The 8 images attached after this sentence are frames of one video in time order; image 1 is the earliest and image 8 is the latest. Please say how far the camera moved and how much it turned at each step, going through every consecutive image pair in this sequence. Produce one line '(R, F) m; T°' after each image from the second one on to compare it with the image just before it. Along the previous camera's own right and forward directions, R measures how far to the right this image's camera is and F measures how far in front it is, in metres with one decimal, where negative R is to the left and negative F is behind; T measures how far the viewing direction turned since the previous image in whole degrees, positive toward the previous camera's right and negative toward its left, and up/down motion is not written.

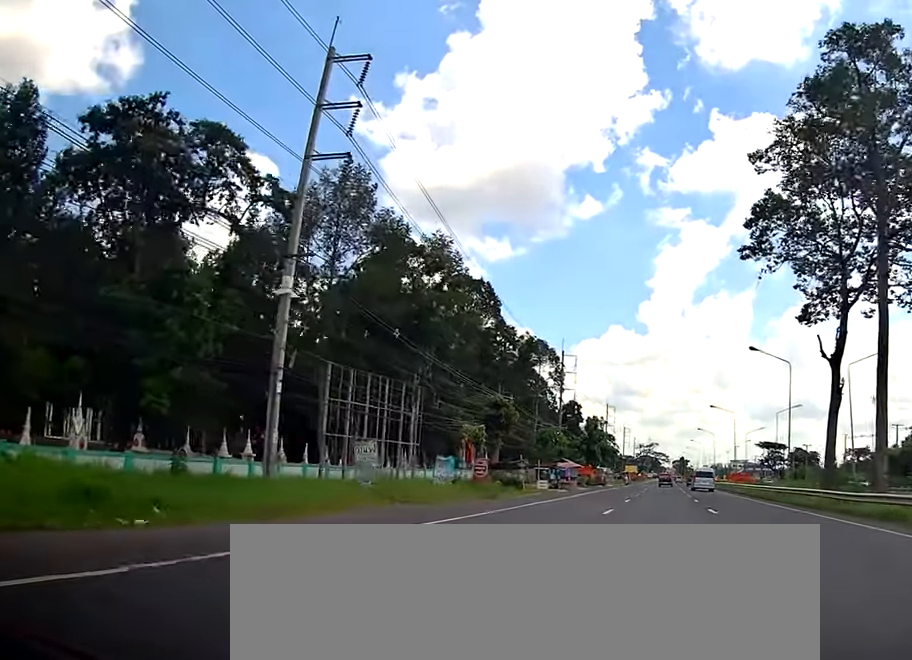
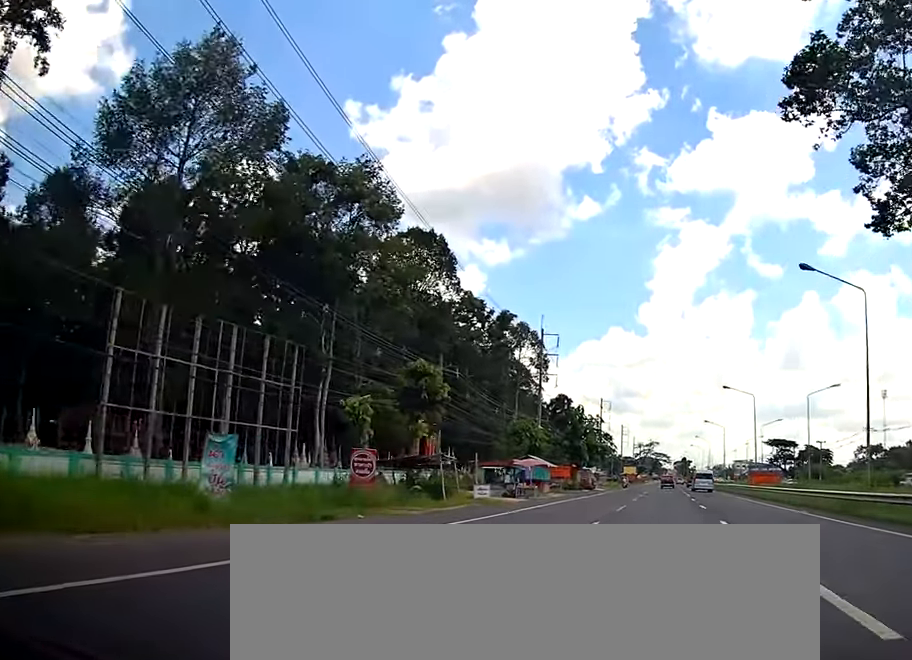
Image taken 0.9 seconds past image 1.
(0.0, +17.5) m; 0°
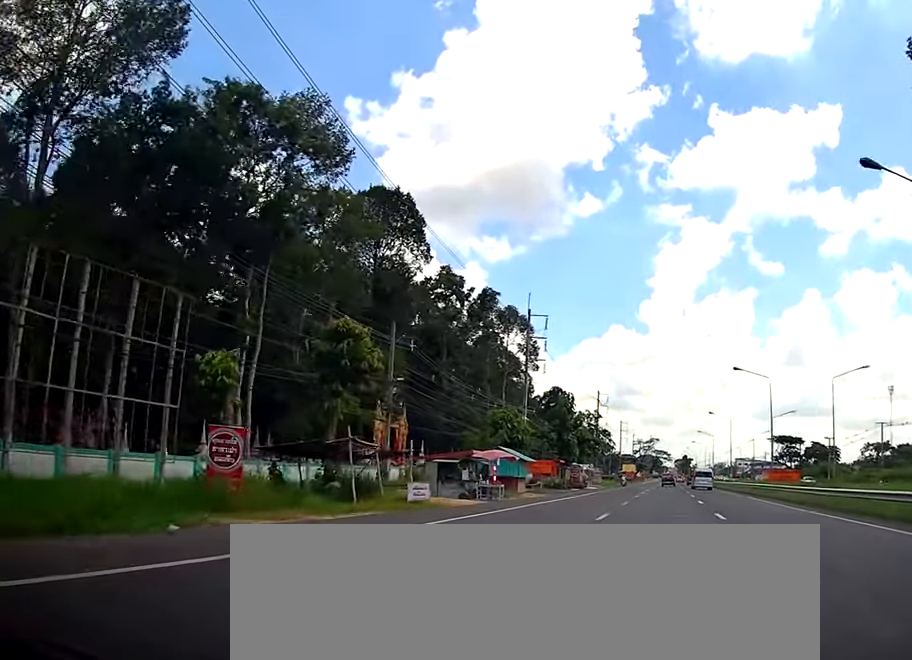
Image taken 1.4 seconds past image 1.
(0.0, +9.0) m; 0°
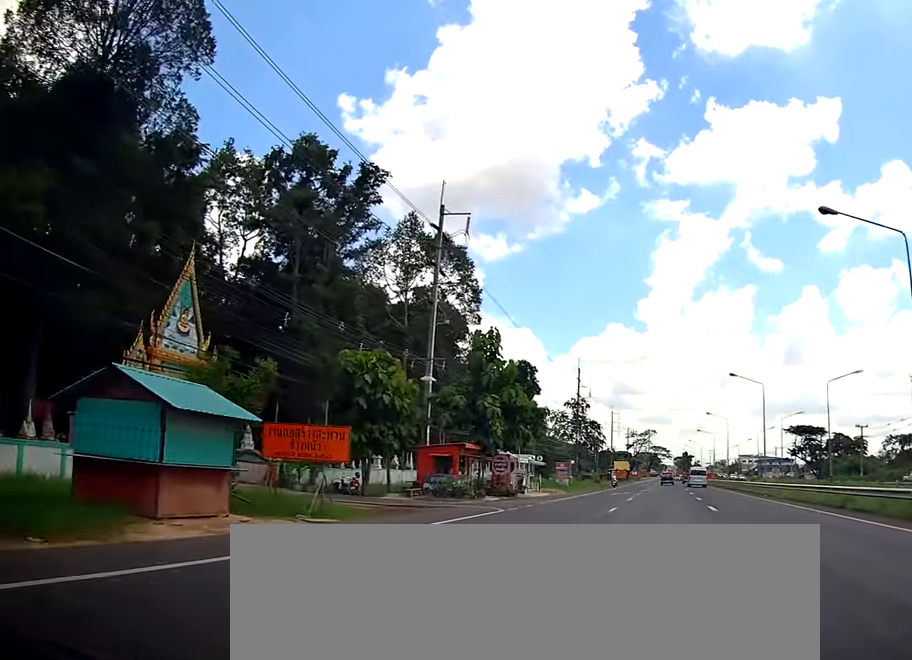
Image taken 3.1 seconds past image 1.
(0.0, +30.9) m; 0°
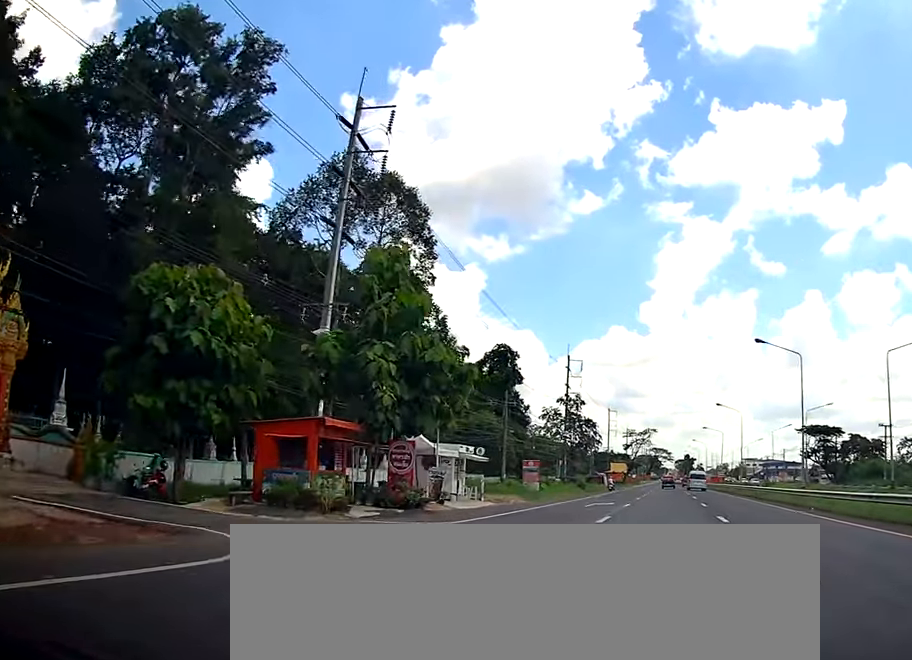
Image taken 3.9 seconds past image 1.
(0.0, +15.5) m; 0°
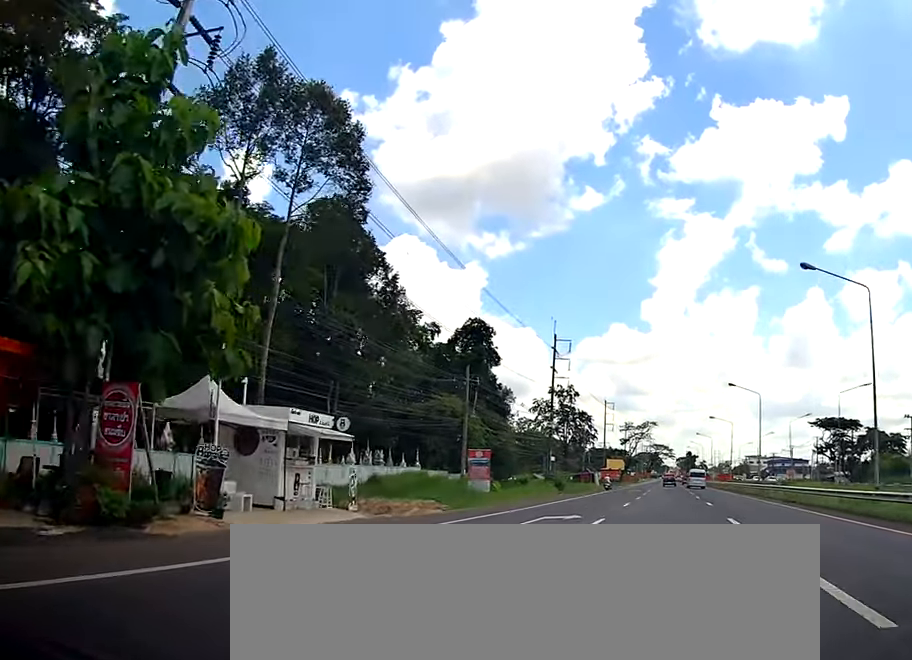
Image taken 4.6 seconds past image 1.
(-0.1, +14.5) m; +2°
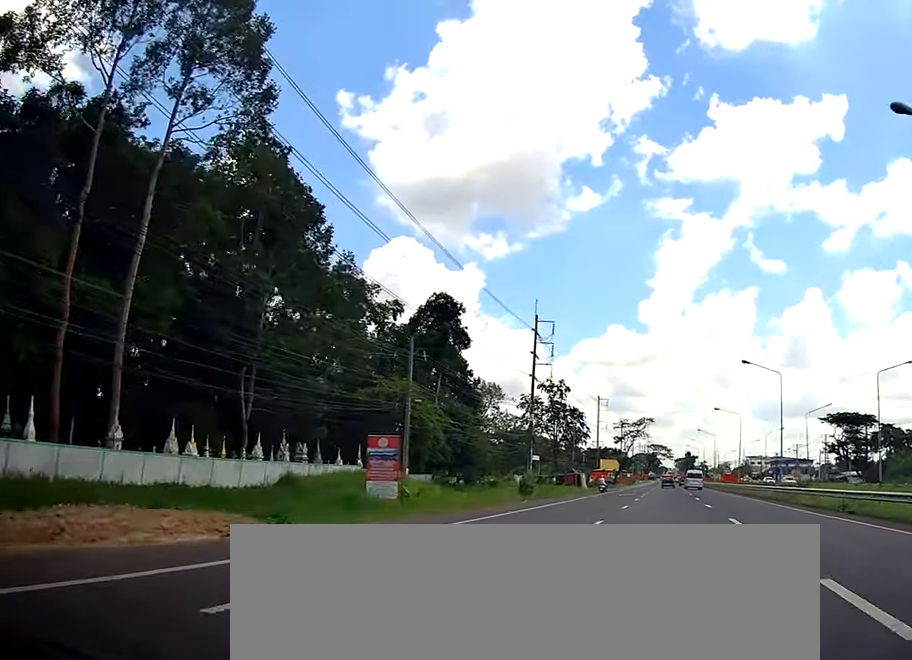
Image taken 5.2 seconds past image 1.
(+0.4, +12.6) m; 0°
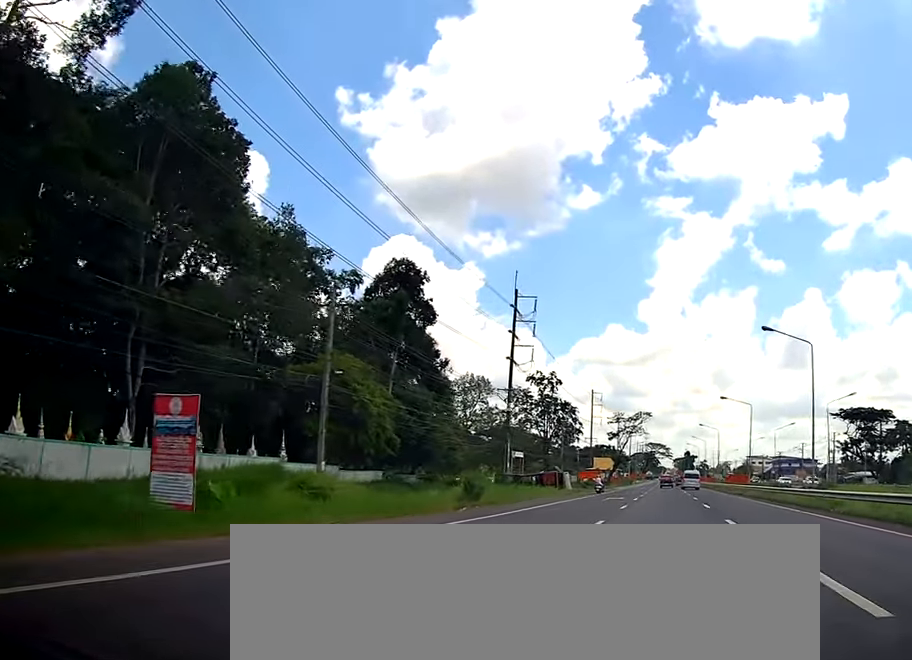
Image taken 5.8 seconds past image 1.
(+0.3, +11.3) m; 0°
